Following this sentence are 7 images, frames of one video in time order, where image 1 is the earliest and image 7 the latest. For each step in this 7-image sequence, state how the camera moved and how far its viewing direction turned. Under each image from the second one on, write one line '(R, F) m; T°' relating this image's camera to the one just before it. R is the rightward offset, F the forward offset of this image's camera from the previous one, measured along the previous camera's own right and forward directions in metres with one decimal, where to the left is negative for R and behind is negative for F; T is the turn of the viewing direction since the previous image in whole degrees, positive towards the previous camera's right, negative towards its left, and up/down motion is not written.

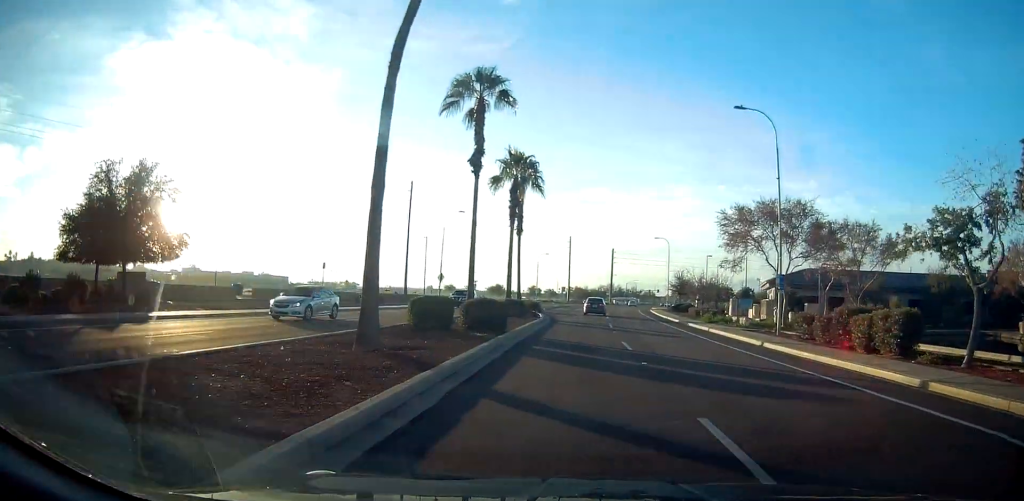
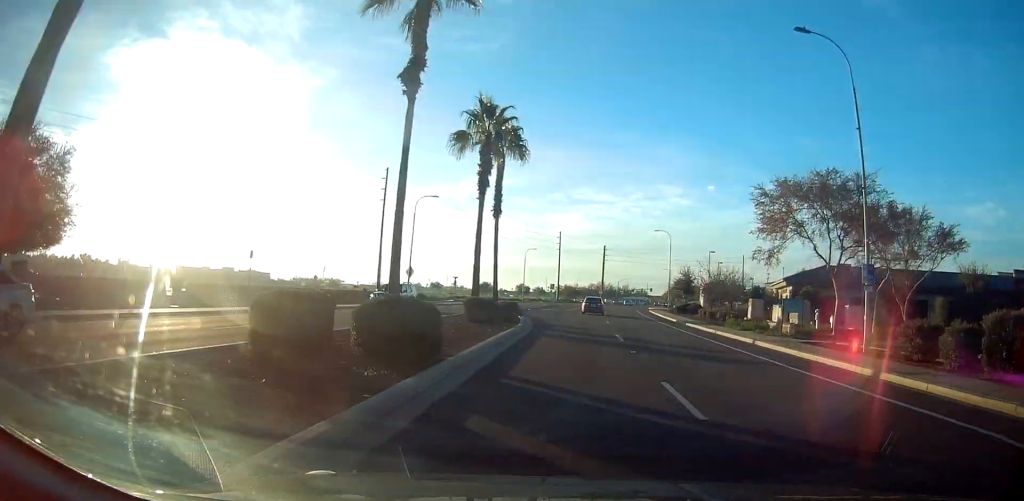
(+0.3, +9.5) m; +3°
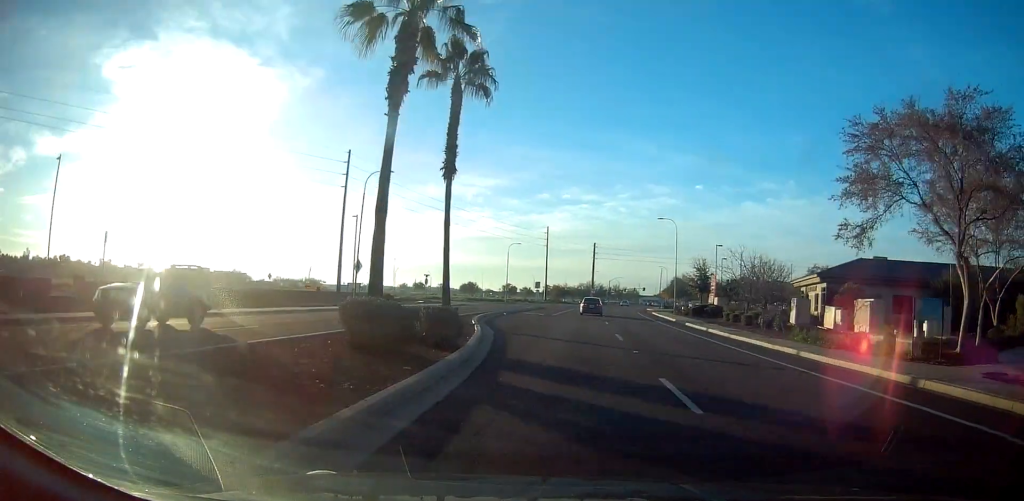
(+0.4, +12.2) m; +4°
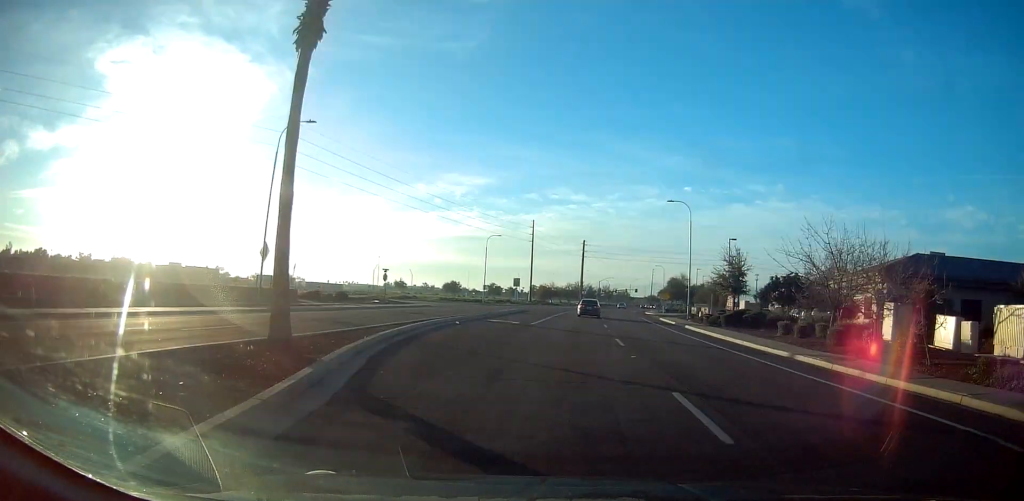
(+0.8, +13.7) m; +3°
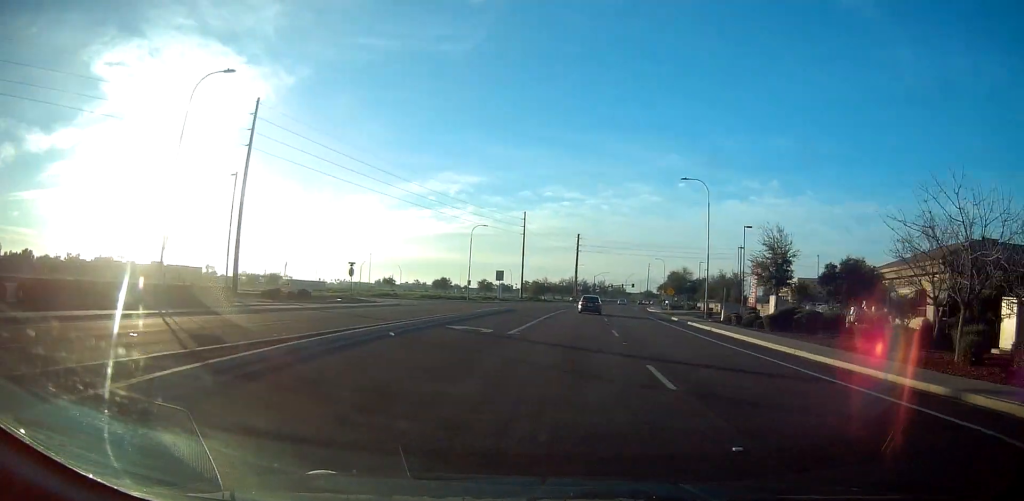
(-0.1, +9.1) m; -1°
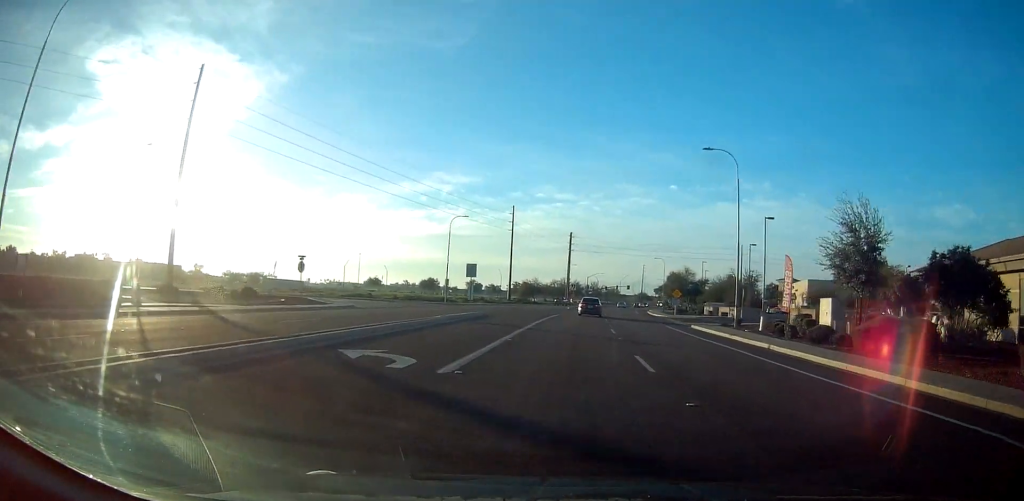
(0.0, +10.1) m; 0°
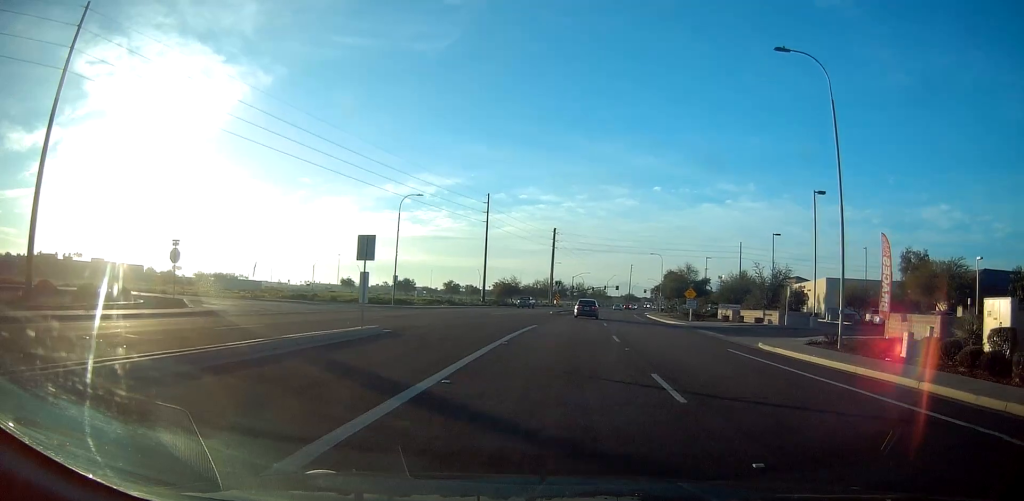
(+0.1, +16.0) m; +2°
